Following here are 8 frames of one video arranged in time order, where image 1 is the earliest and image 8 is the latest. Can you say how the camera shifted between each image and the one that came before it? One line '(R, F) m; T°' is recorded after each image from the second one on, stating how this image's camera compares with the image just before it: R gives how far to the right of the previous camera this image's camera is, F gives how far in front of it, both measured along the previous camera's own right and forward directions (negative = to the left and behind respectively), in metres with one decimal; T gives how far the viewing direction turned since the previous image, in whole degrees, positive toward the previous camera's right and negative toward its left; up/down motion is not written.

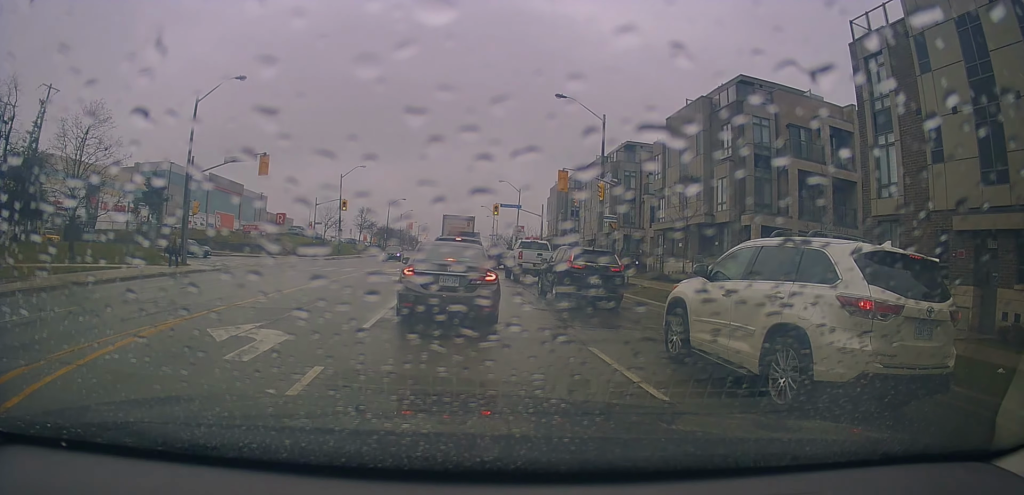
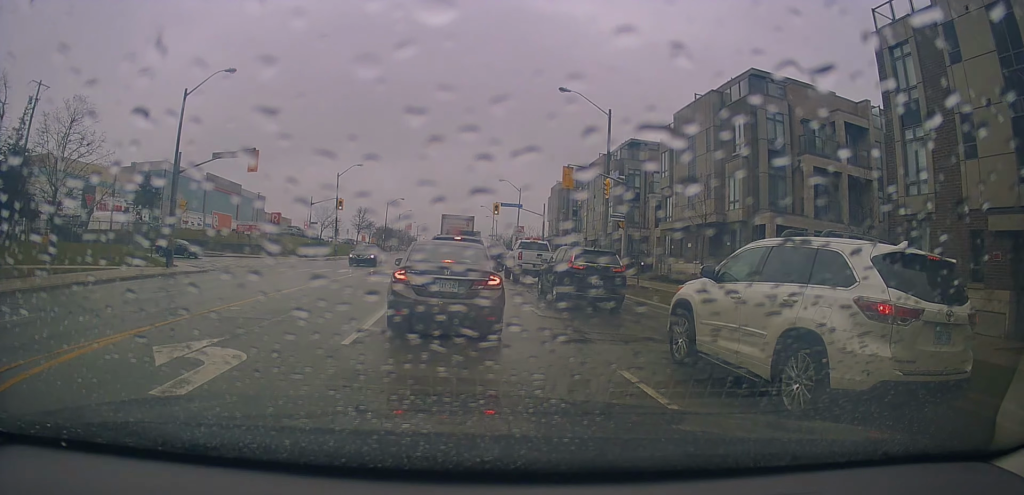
(0.0, +2.1) m; -4°
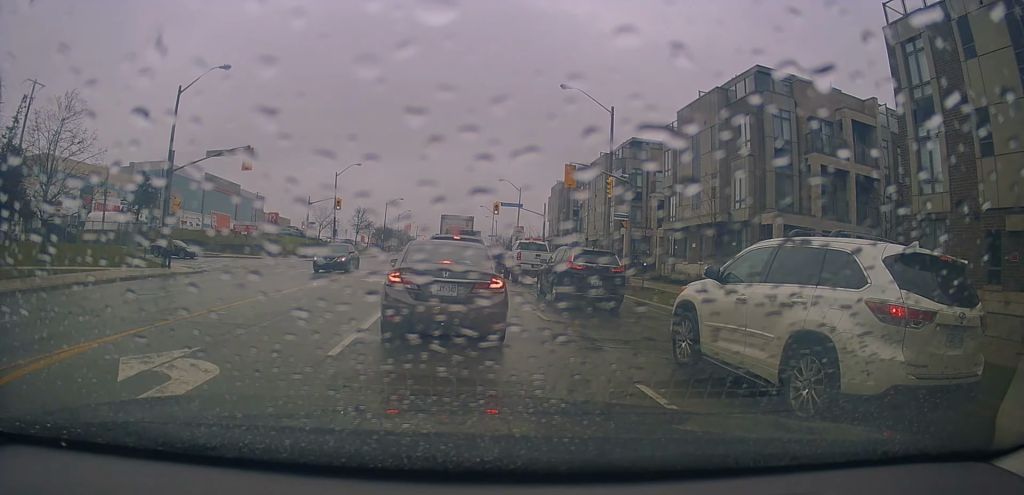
(-0.1, +0.9) m; -1°
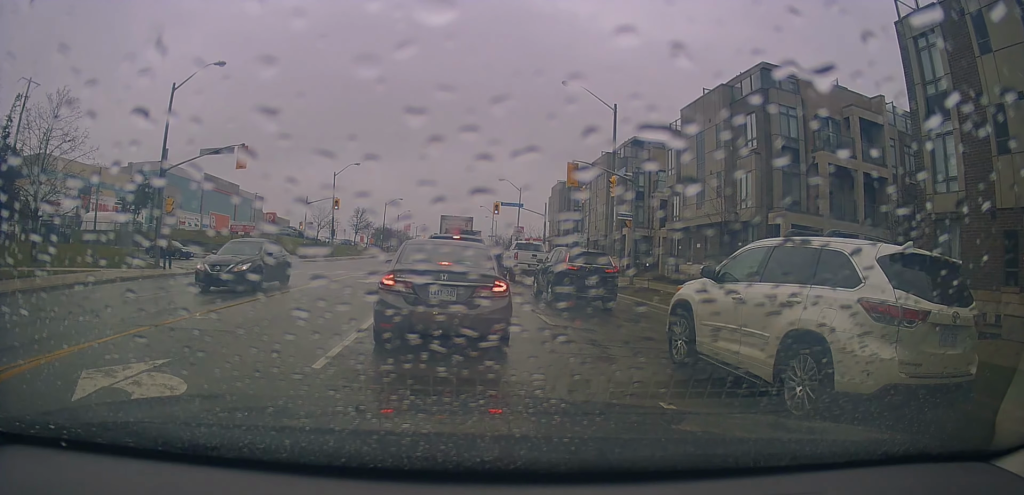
(+0.1, +1.0) m; 0°
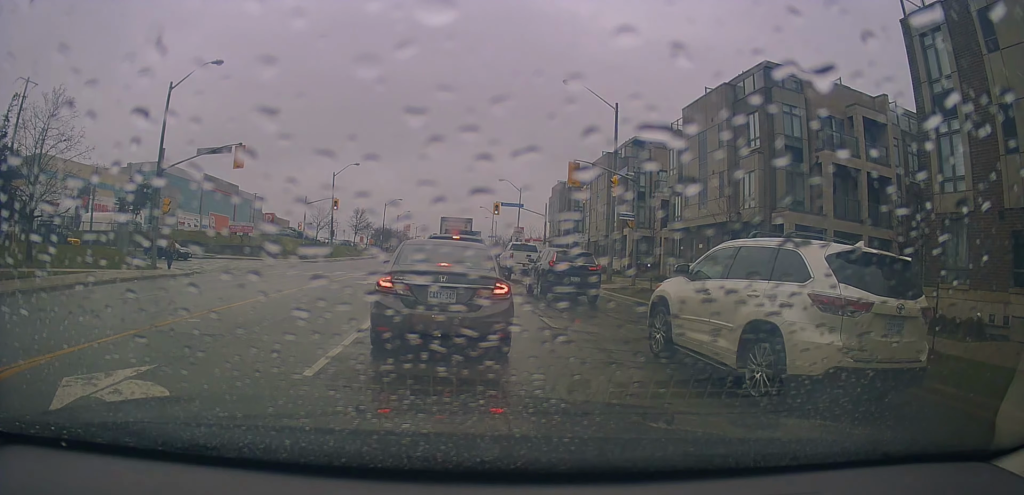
(-0.1, +0.6) m; 0°
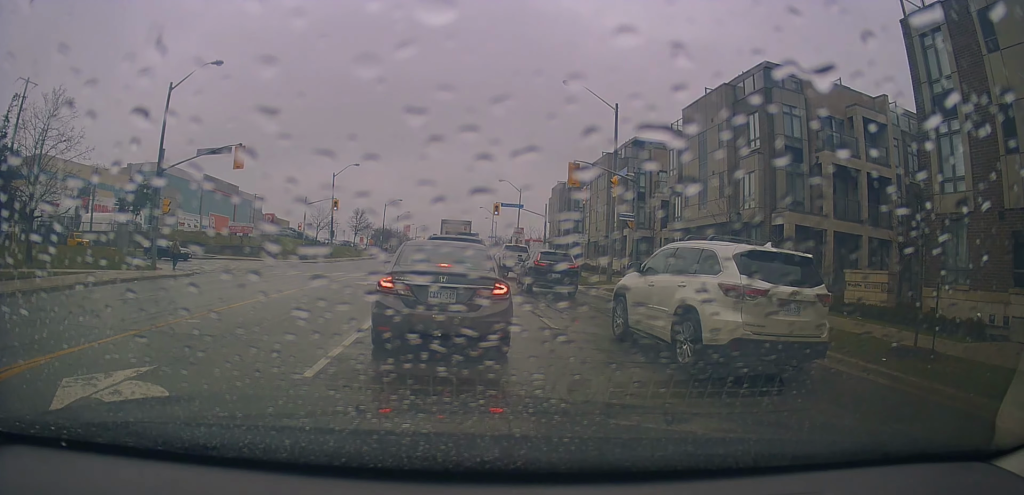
(-0.4, +0.2) m; 0°
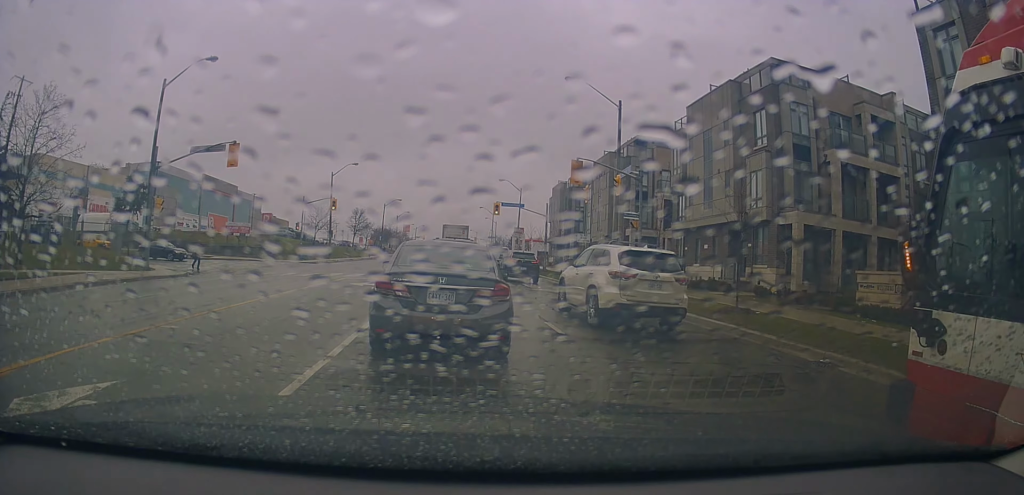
(-0.1, +0.3) m; 0°
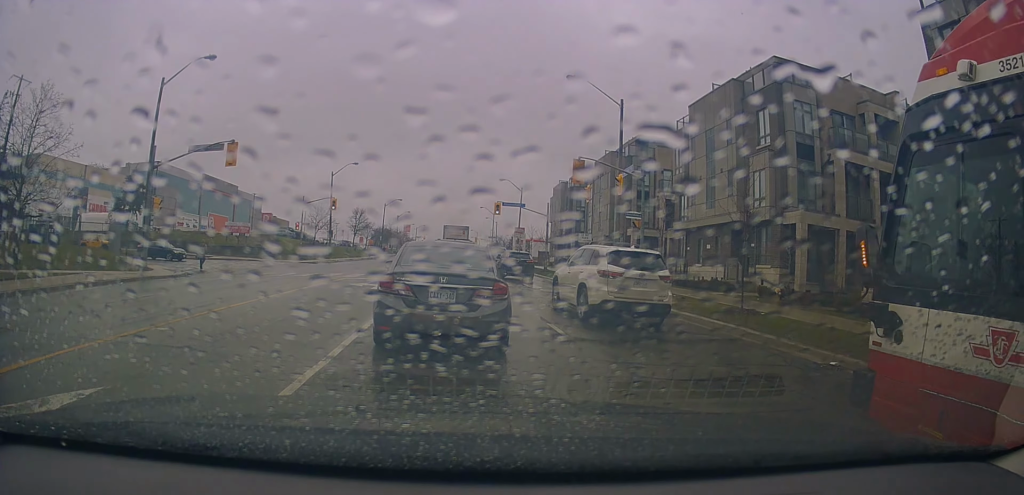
(+0.1, +0.2) m; 0°
